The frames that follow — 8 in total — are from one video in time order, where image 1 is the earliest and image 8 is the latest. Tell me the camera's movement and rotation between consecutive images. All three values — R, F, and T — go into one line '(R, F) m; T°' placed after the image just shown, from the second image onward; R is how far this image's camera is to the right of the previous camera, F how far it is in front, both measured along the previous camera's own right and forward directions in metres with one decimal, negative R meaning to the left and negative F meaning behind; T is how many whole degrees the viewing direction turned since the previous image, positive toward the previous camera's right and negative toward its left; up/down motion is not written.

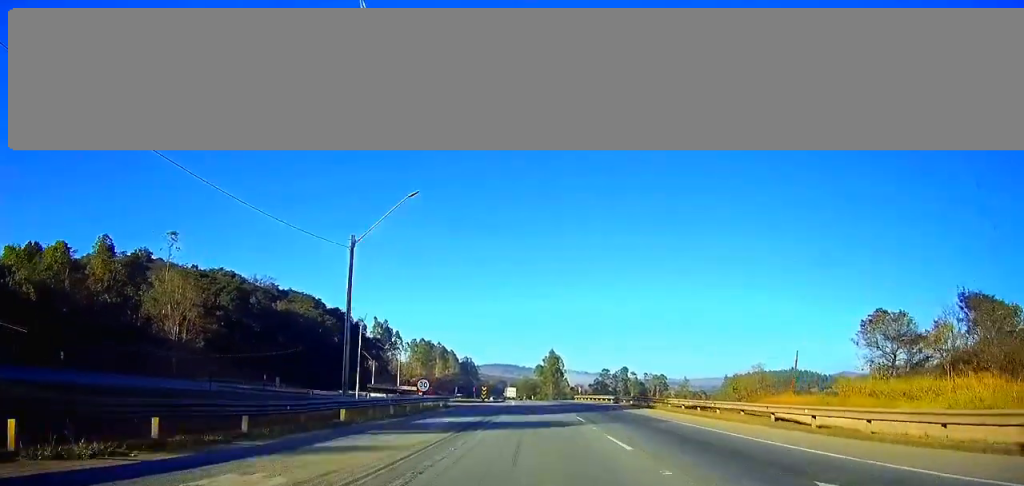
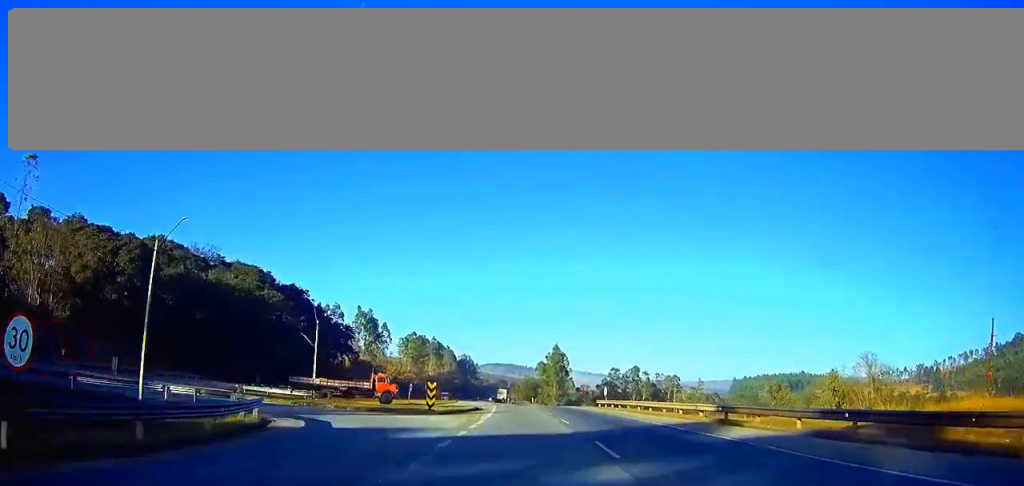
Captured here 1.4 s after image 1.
(+0.2, +40.1) m; 0°
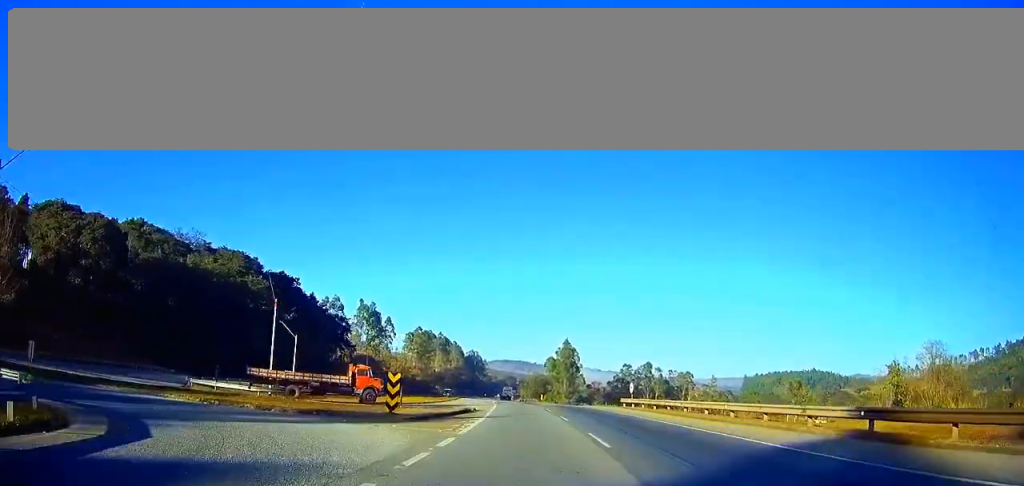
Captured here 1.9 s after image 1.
(+0.1, +13.0) m; -1°
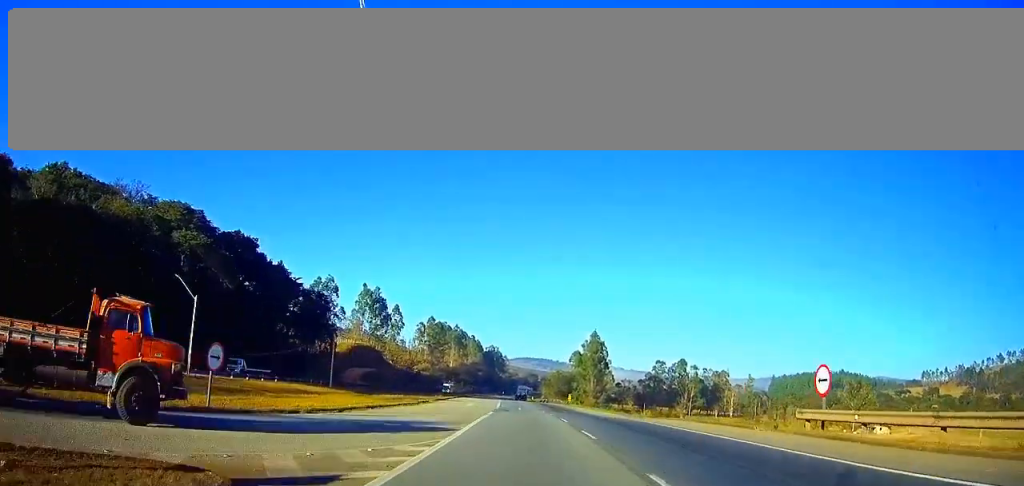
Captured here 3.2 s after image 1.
(-0.7, +35.4) m; -2°
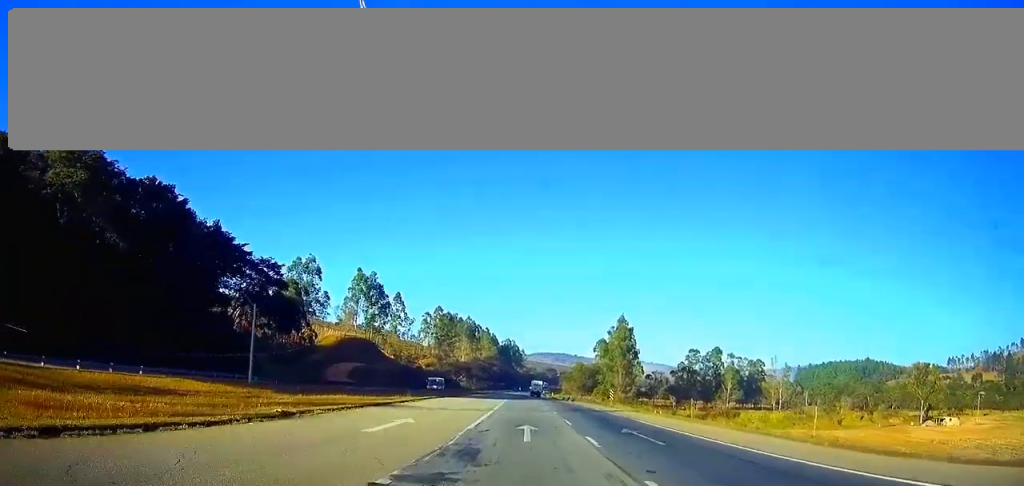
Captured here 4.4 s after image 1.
(-0.5, +34.7) m; -1°
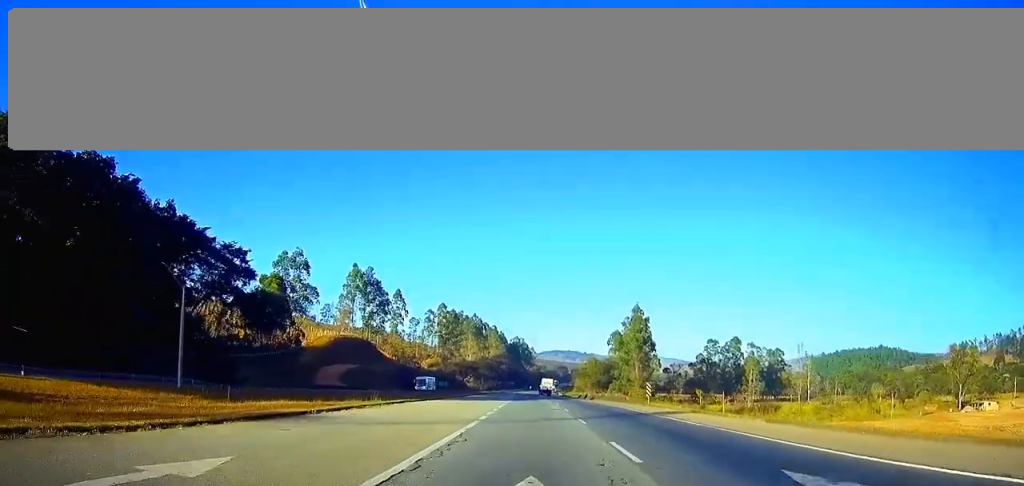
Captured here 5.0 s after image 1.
(0.0, +16.1) m; -1°
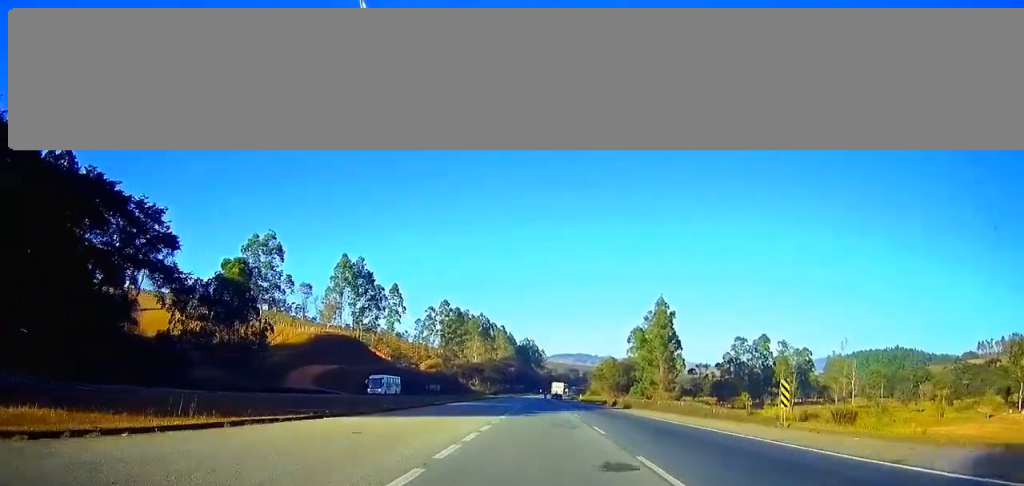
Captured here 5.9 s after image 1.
(-0.3, +25.8) m; -1°
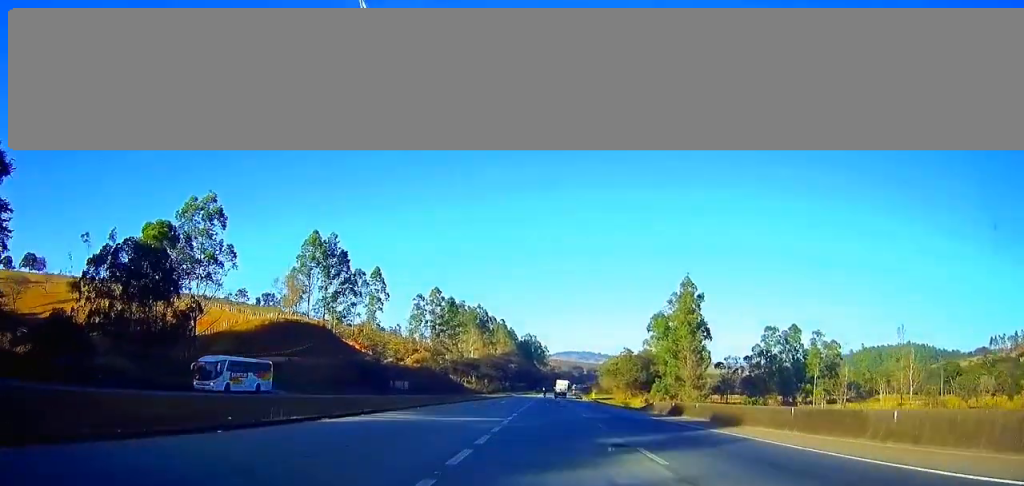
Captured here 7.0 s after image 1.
(-0.1, +31.5) m; 0°
